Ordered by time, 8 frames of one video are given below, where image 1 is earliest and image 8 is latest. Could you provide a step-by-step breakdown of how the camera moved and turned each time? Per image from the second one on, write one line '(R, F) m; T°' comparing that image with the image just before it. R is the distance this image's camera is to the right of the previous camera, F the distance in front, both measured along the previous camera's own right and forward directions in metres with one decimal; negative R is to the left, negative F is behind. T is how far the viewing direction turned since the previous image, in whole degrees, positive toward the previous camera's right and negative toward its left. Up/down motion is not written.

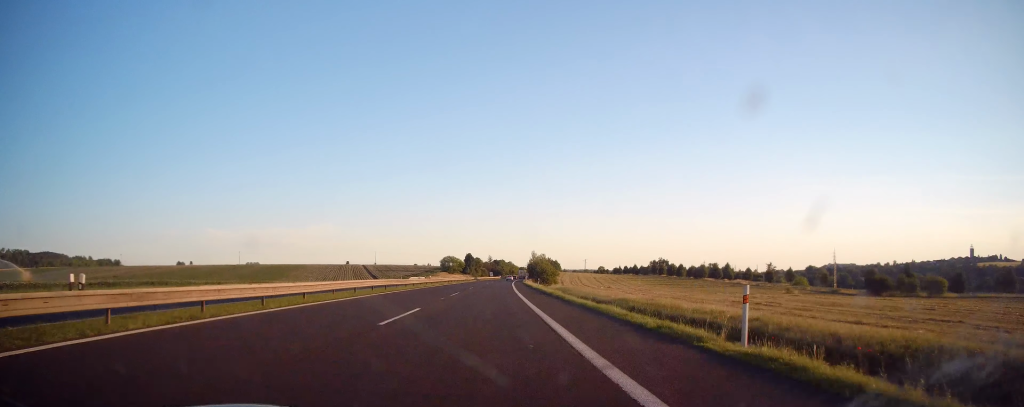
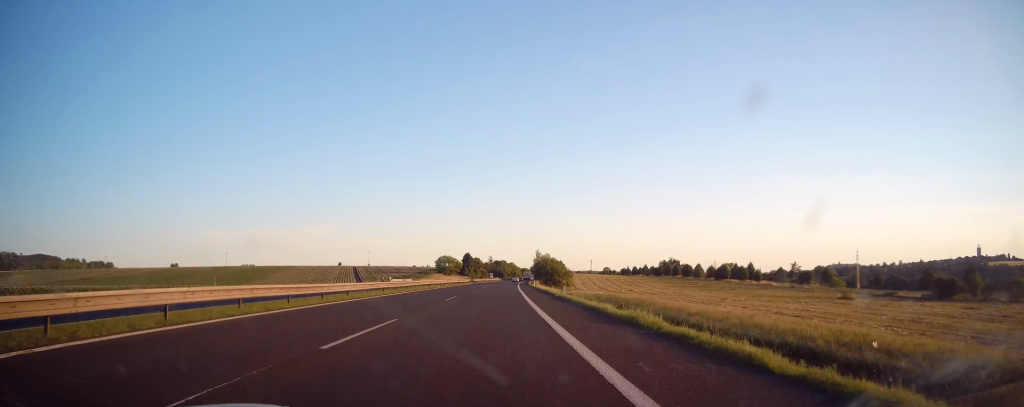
(+0.1, +22.0) m; +1°
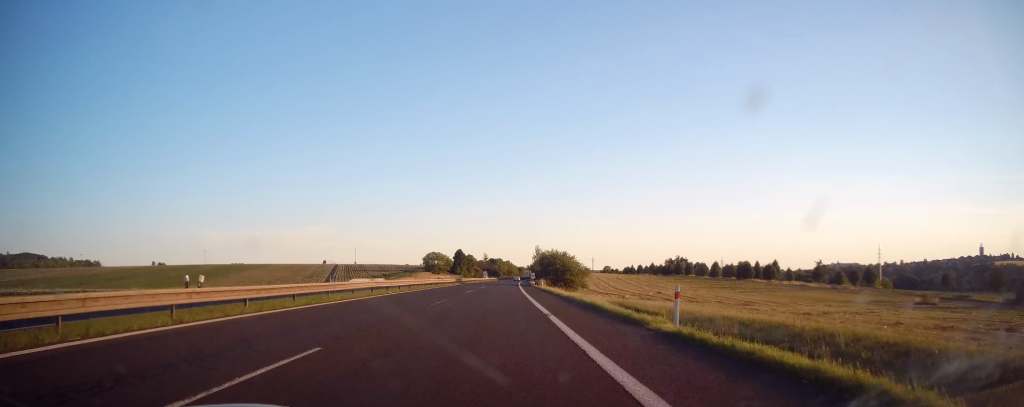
(+0.2, +23.7) m; 0°
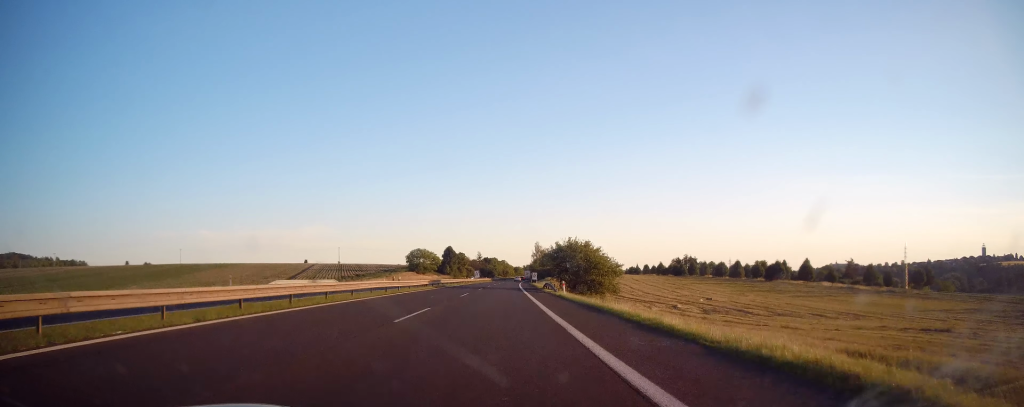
(-0.3, +24.4) m; 0°
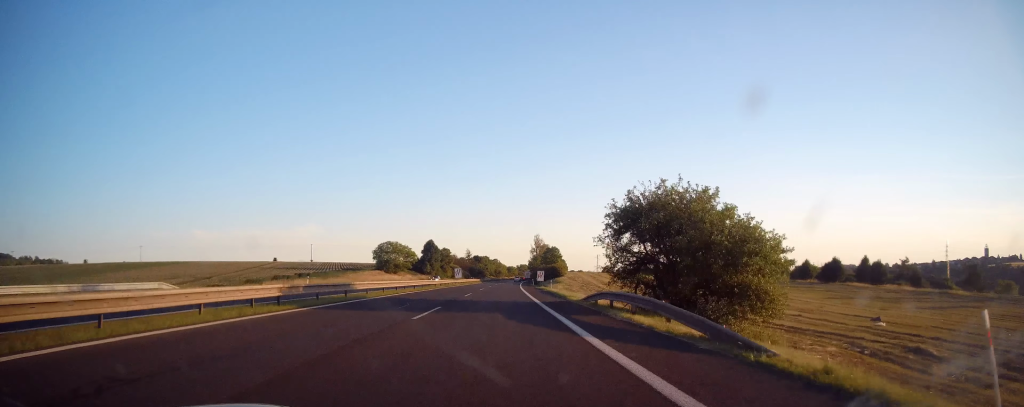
(+0.3, +34.1) m; +1°
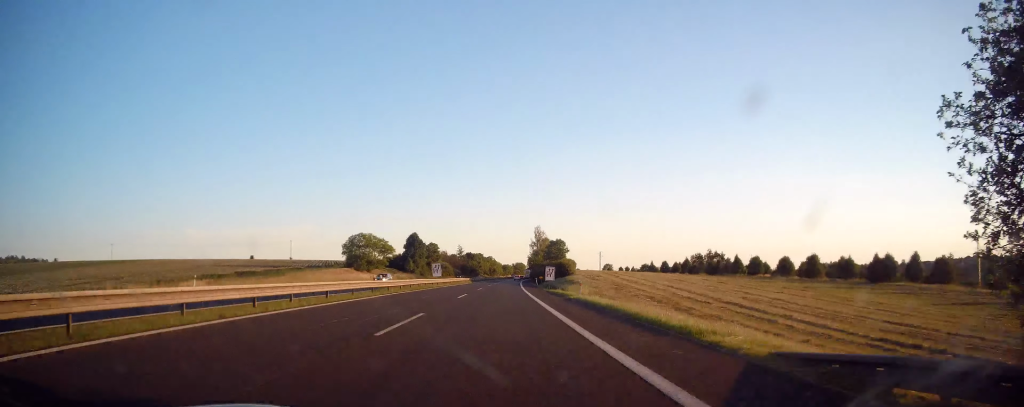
(+0.2, +21.7) m; +1°
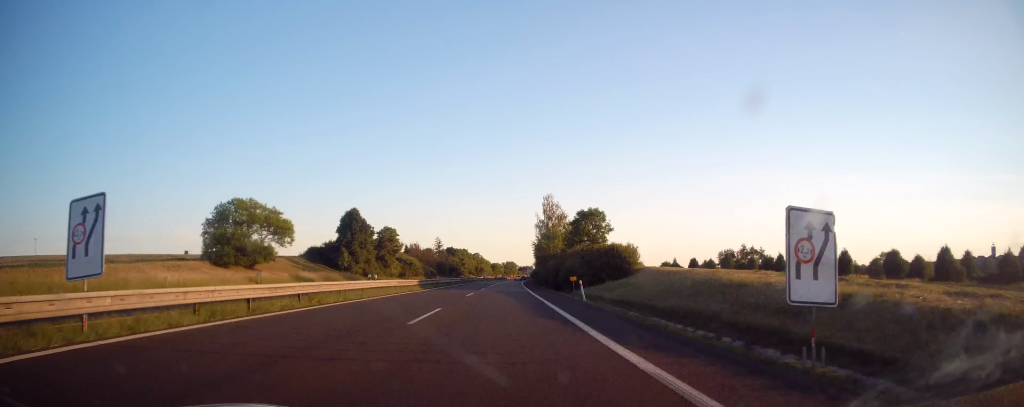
(+0.5, +50.5) m; +1°
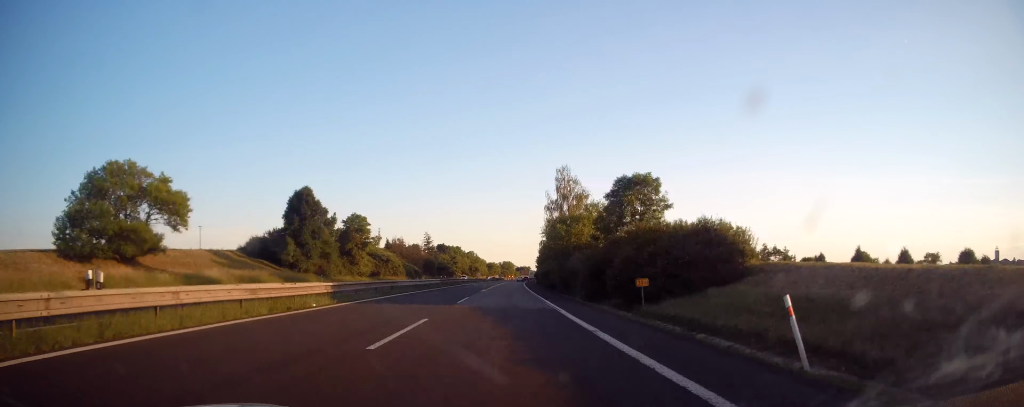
(+0.1, +21.8) m; 0°
